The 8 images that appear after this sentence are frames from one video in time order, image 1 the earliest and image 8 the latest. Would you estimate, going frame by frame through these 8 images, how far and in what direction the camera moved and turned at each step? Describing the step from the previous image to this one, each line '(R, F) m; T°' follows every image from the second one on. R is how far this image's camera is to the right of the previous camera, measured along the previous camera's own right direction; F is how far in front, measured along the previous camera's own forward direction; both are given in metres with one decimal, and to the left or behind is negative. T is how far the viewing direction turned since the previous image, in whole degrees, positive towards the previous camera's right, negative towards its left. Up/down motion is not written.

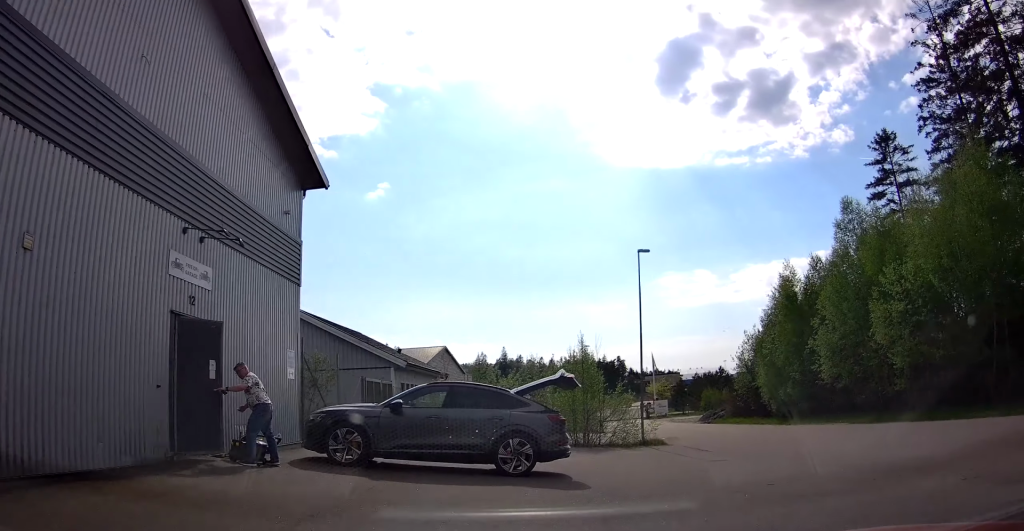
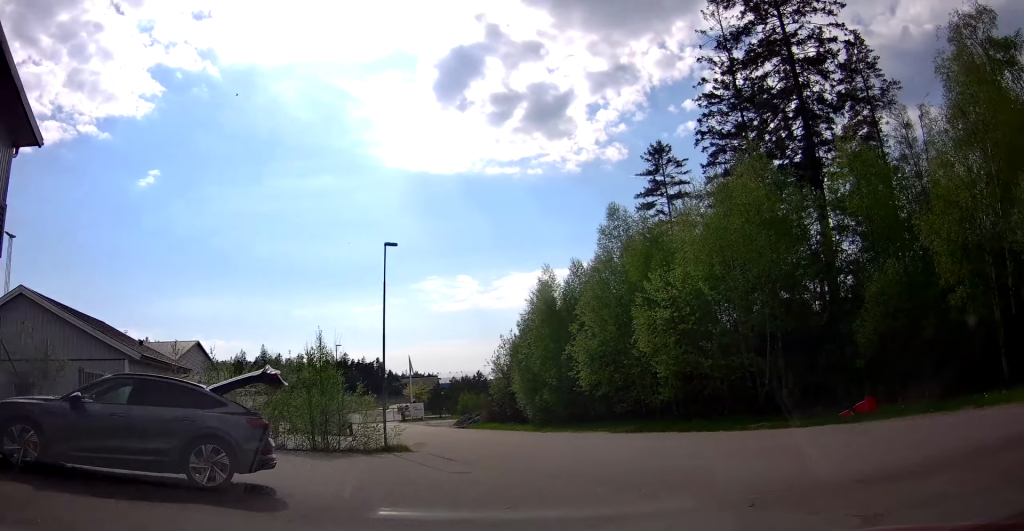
(-0.2, +2.0) m; +21°
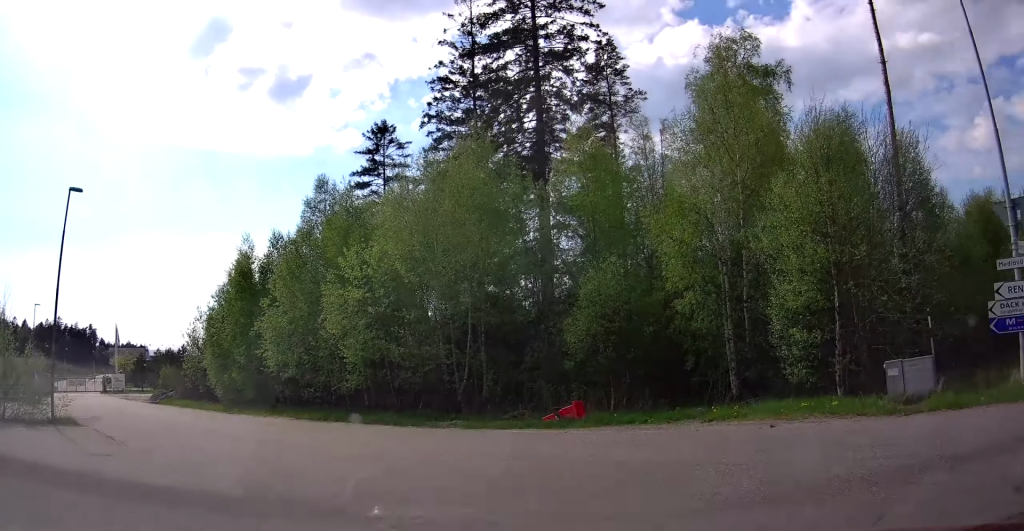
(+1.1, +1.8) m; +32°
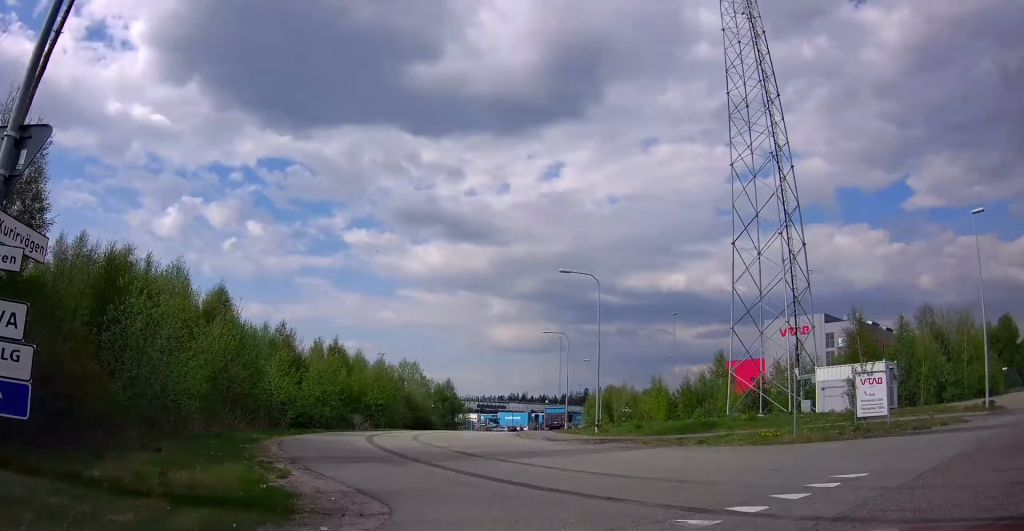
(+3.1, +3.7) m; +64°
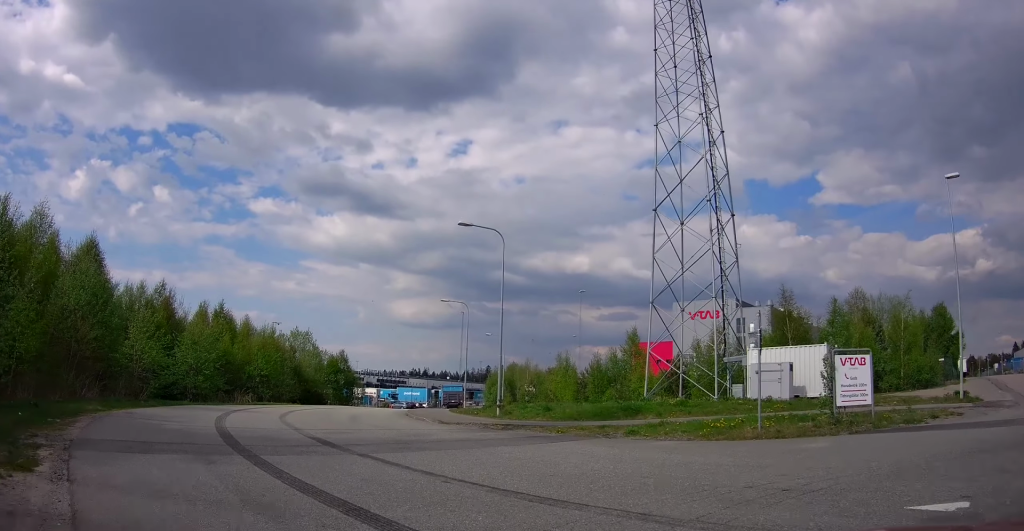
(+0.3, +3.1) m; +6°
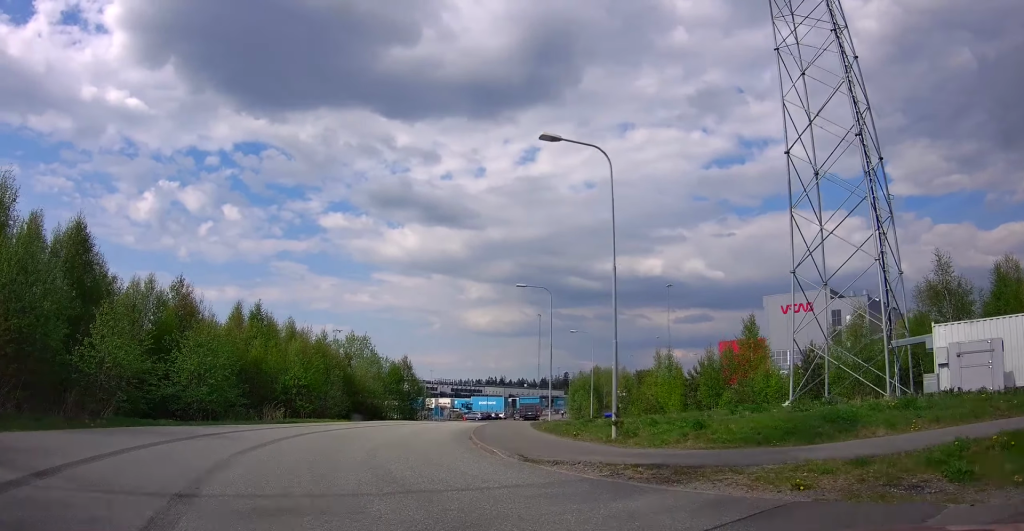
(+0.2, +6.3) m; +3°
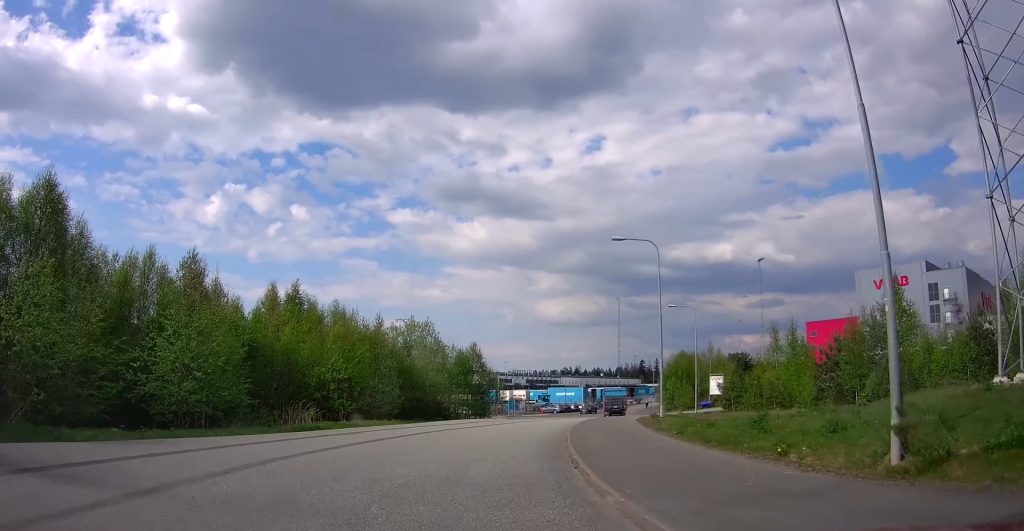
(0.0, +6.7) m; 0°
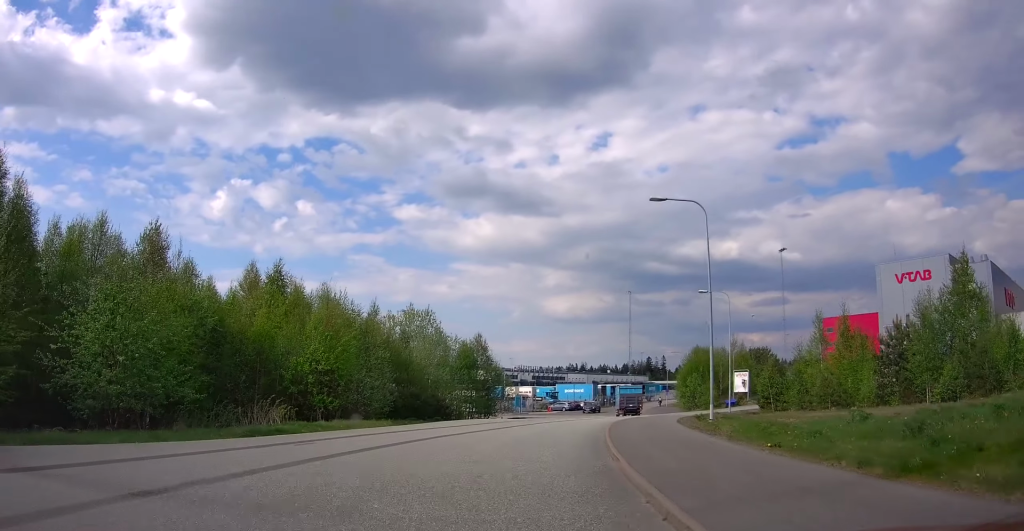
(-0.1, +5.0) m; +1°
